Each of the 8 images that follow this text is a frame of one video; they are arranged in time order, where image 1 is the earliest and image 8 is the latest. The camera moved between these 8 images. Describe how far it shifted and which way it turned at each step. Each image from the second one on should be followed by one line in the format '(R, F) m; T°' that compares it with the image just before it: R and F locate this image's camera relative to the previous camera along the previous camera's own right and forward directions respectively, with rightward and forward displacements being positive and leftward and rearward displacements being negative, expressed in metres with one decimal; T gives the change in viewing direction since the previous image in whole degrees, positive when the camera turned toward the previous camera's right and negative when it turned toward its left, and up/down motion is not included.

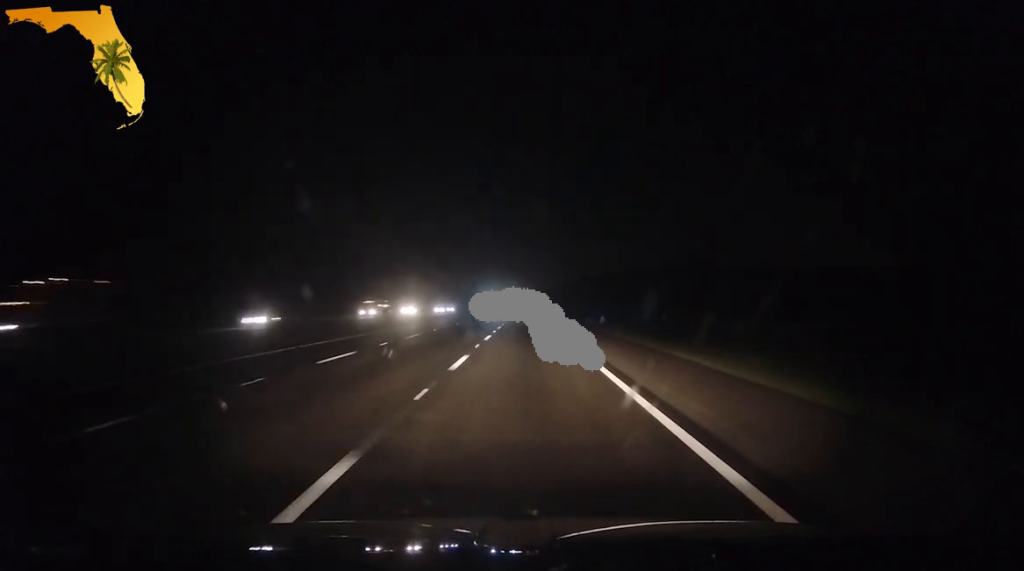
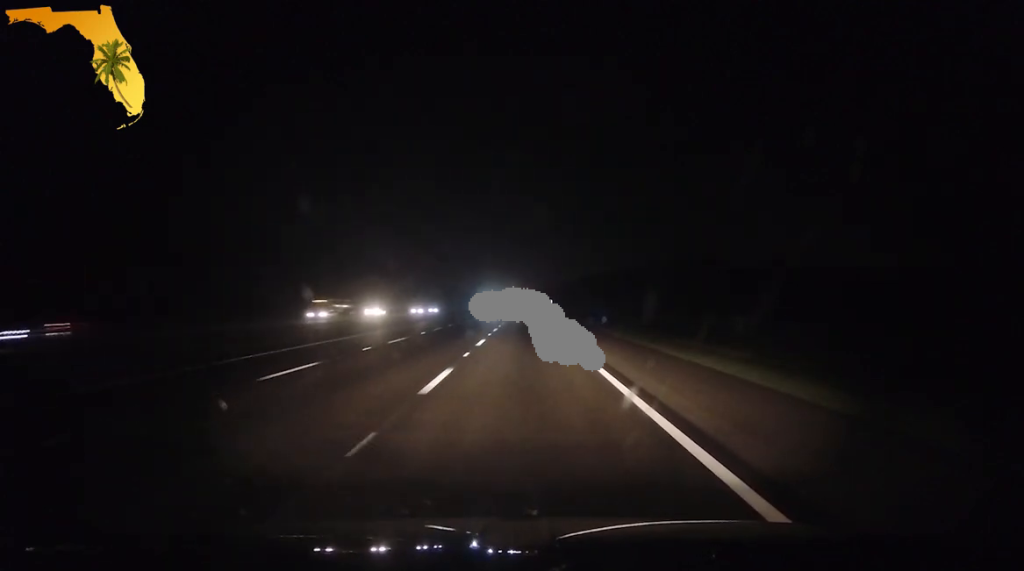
(-0.1, +15.9) m; 0°
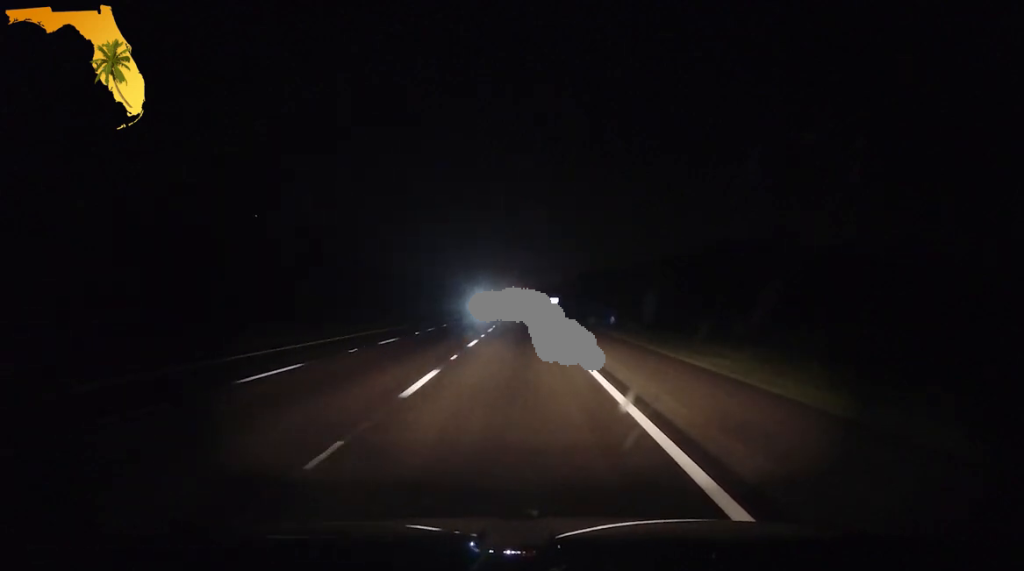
(+0.3, +73.8) m; 0°
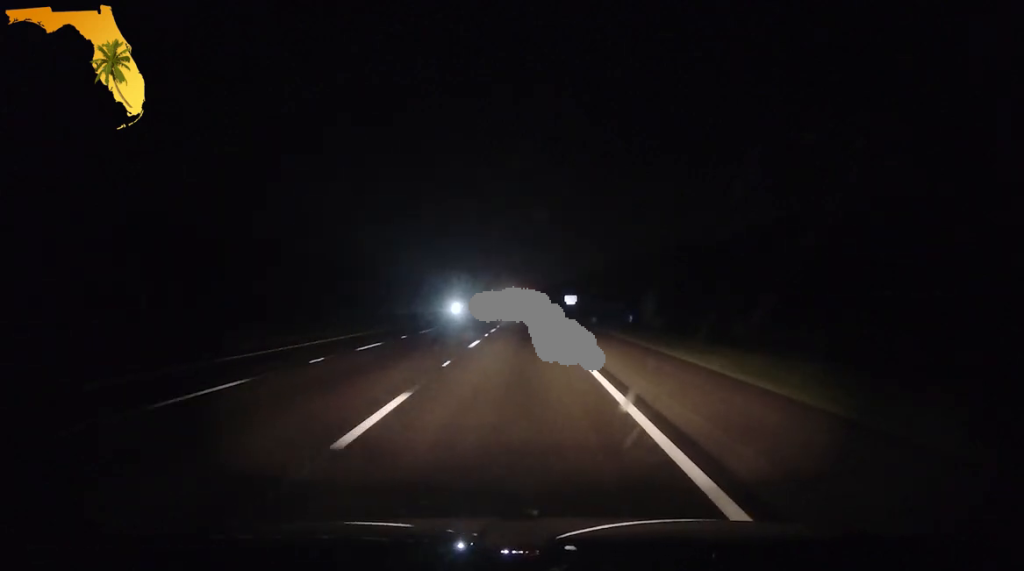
(+0.6, +88.8) m; +1°
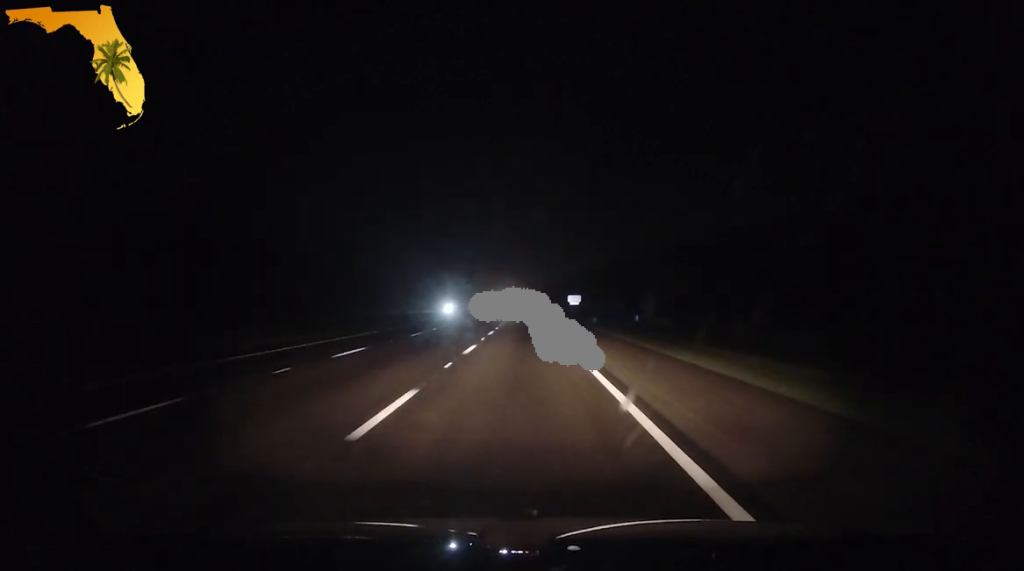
(+0.1, +14.8) m; 0°
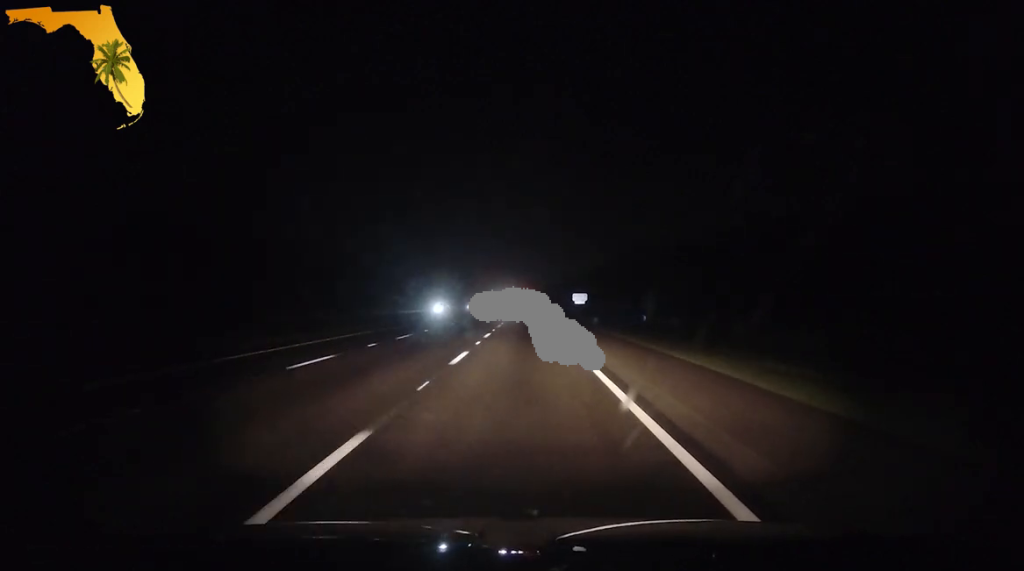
(+0.1, +15.9) m; 0°
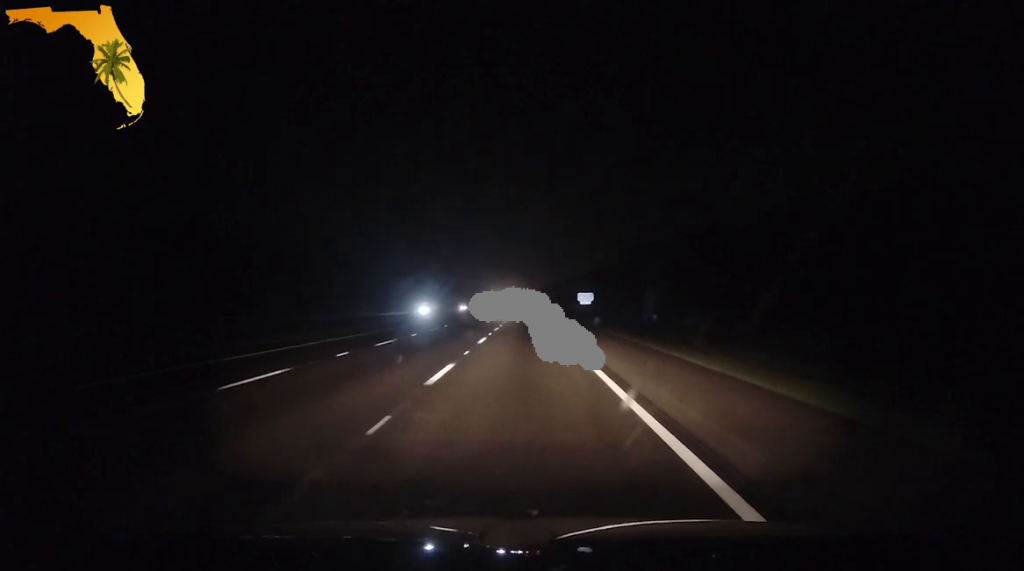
(-0.3, +16.0) m; 0°
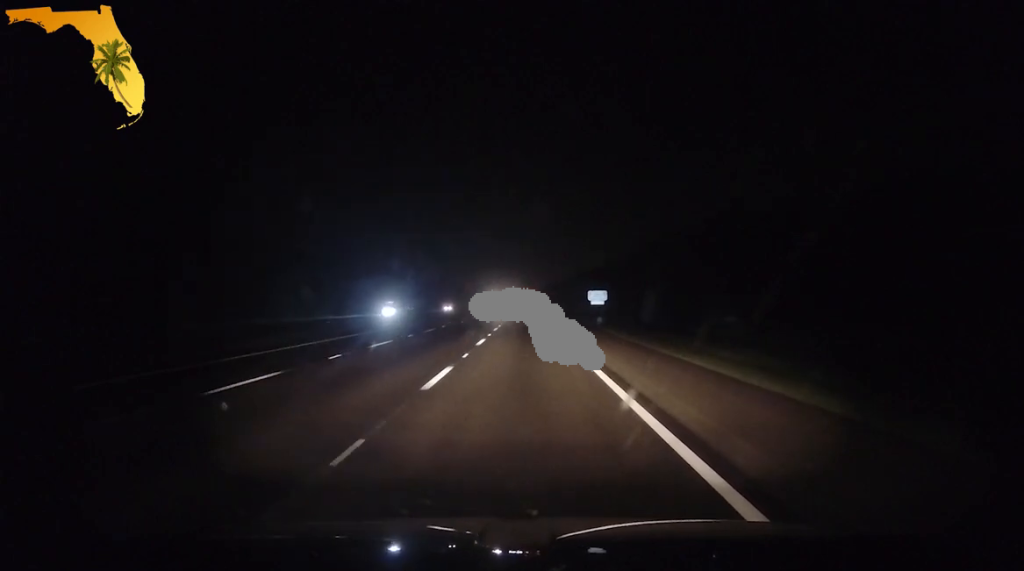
(0.0, +25.1) m; 0°
